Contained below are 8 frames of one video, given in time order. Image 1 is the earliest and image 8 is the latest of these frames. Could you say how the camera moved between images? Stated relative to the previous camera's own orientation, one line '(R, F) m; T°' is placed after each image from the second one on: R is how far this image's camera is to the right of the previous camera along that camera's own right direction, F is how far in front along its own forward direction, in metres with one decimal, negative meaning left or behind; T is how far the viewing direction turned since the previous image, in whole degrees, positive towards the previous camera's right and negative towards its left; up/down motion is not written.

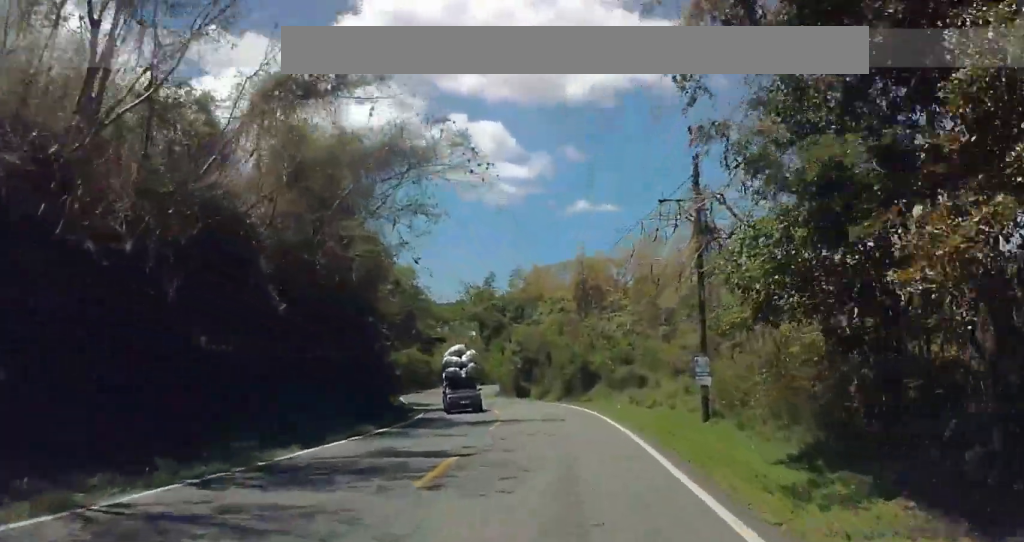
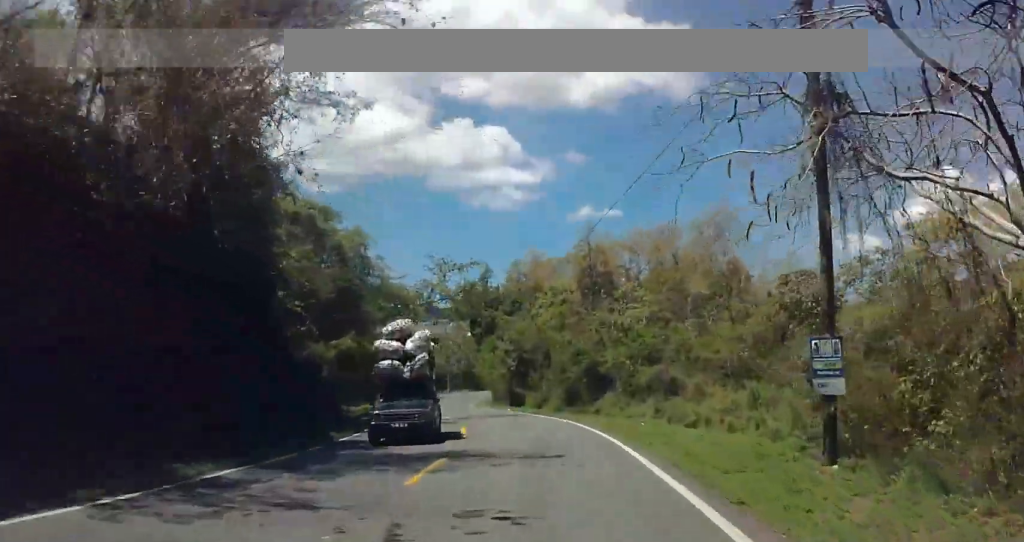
(-0.2, +11.7) m; 0°
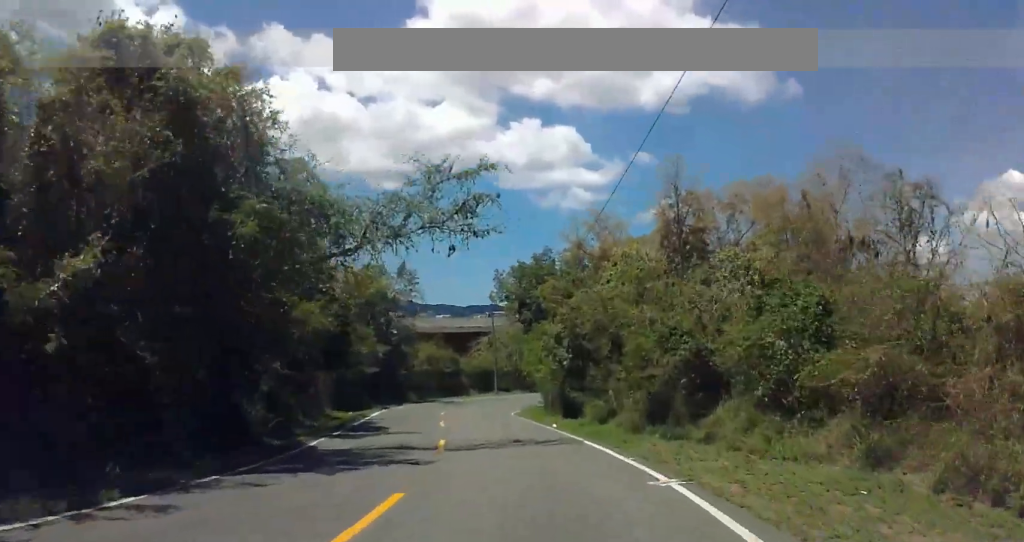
(+0.2, +16.6) m; -1°
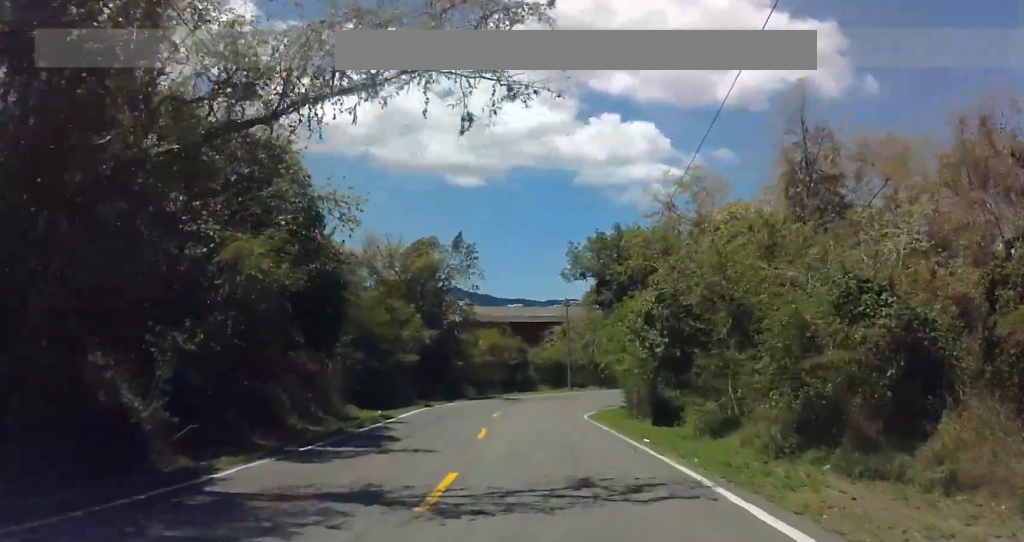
(-0.3, +9.9) m; -1°
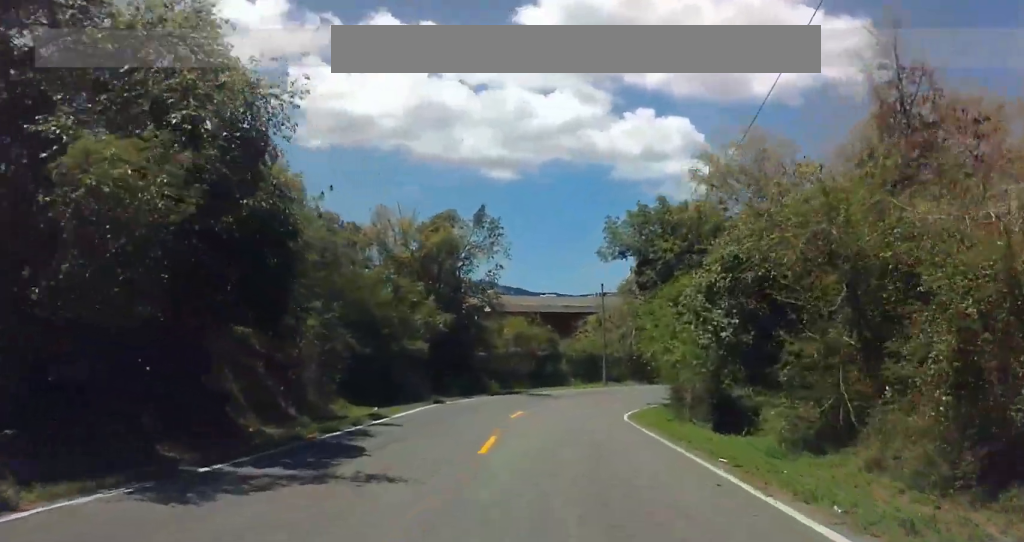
(+0.1, +6.2) m; -1°
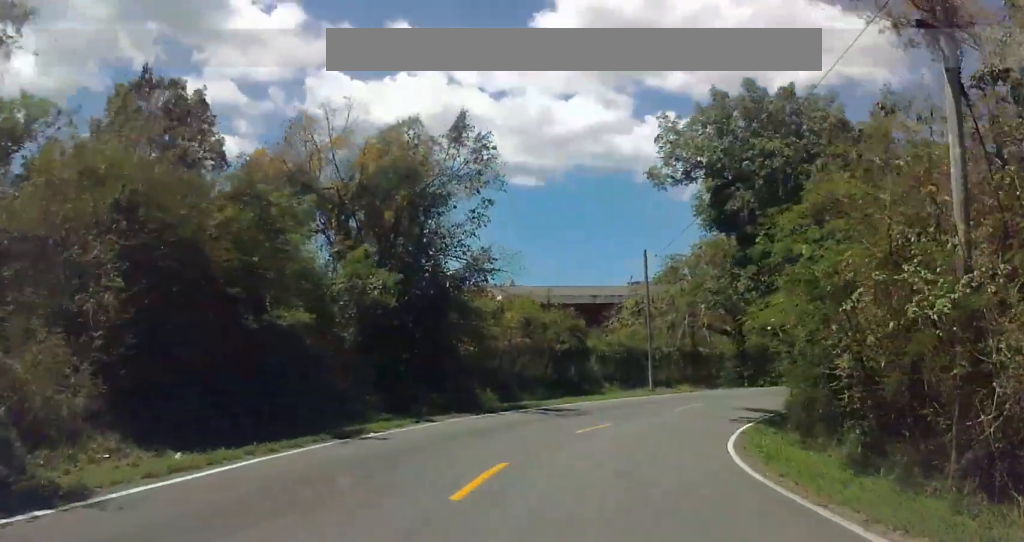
(-0.6, +17.5) m; -2°
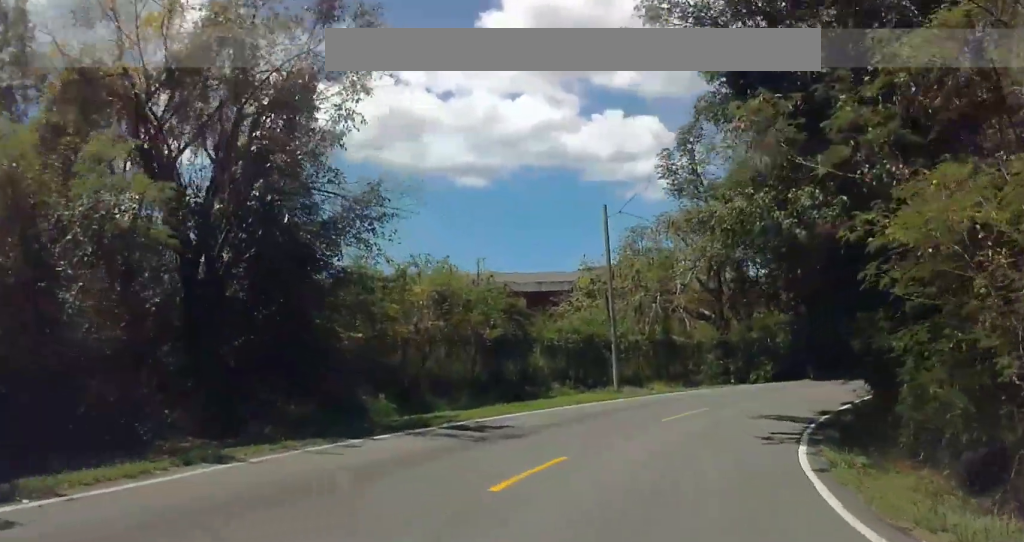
(+0.2, +10.8) m; +1°
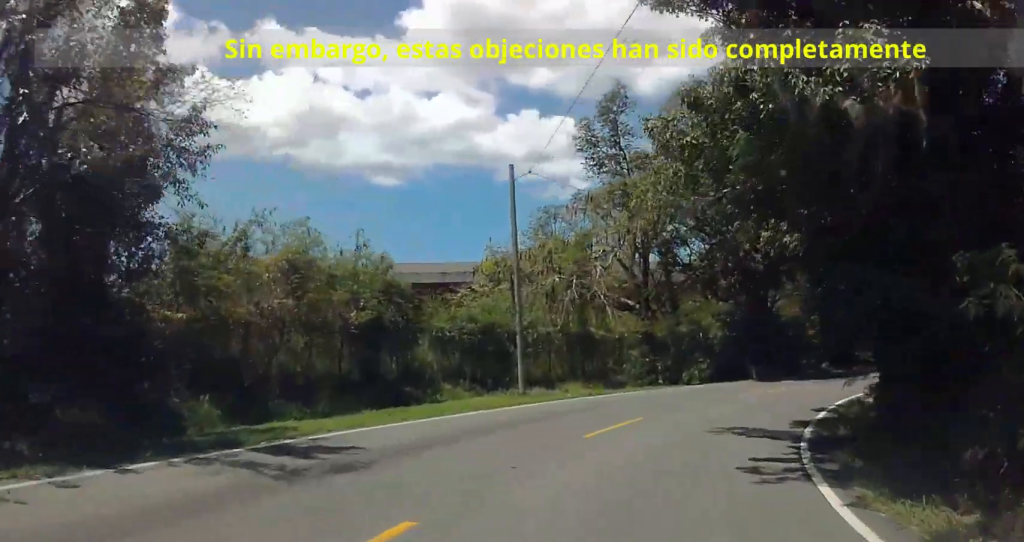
(0.0, +6.4) m; +1°
